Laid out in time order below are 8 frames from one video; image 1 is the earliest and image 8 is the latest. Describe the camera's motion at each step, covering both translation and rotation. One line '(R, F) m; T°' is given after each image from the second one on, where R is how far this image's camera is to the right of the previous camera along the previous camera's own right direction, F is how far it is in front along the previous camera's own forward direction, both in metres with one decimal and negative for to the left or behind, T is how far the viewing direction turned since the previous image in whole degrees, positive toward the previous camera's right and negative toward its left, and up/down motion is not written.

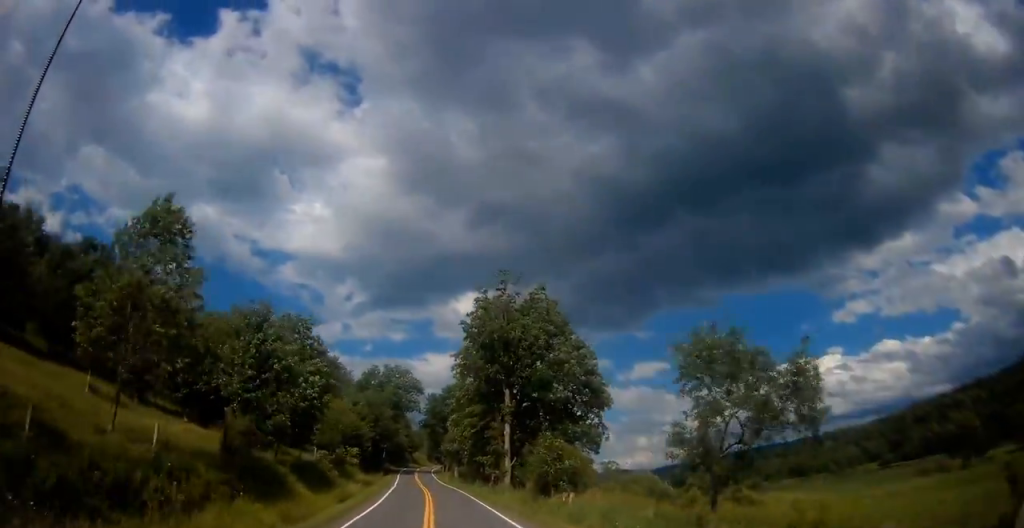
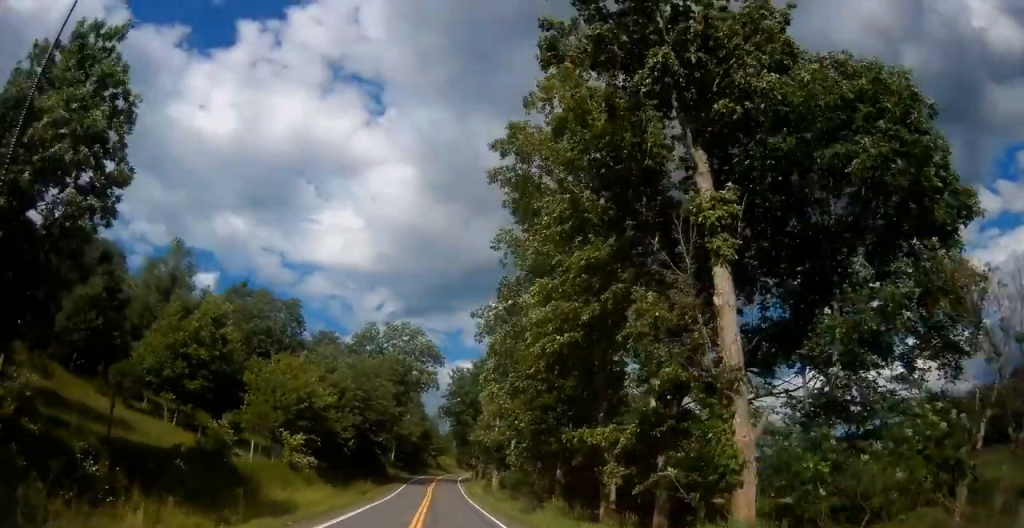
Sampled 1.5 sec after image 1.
(-0.2, +31.8) m; -1°
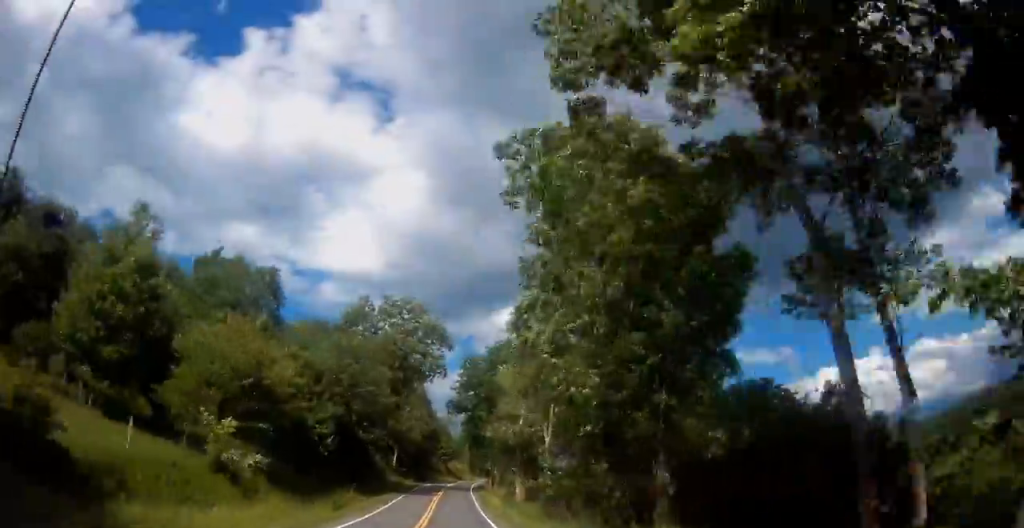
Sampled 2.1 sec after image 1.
(+0.1, +11.8) m; -1°
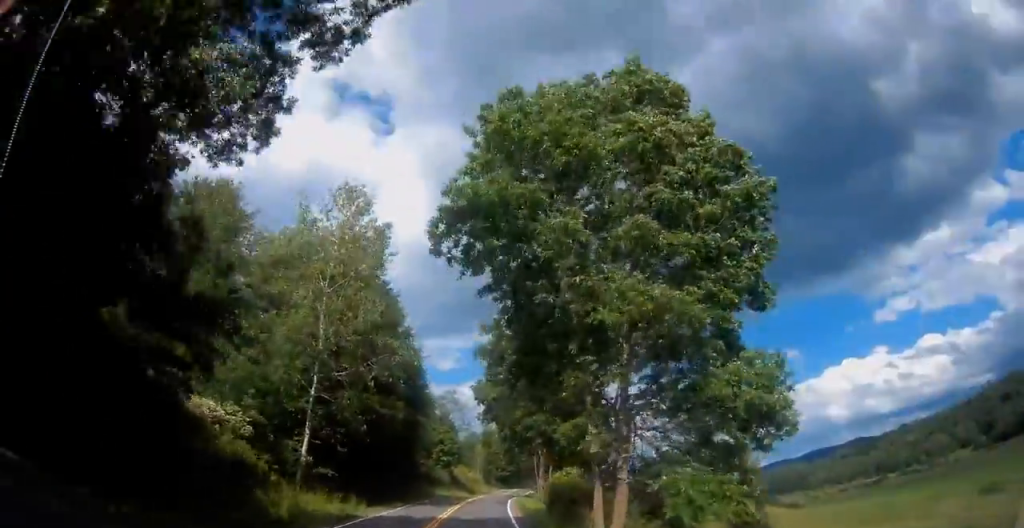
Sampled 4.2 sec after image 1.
(+0.1, +44.6) m; +2°
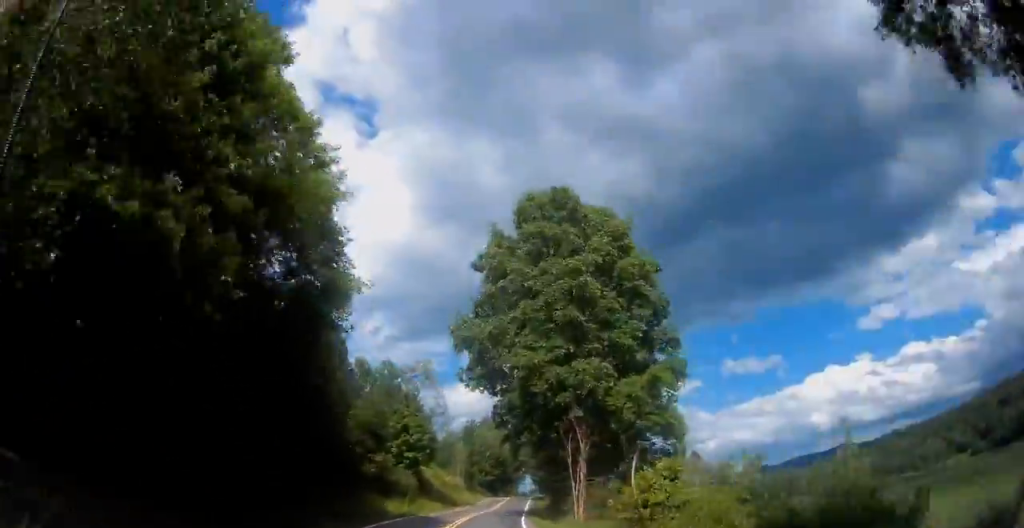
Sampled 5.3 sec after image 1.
(+0.4, +23.0) m; +3°
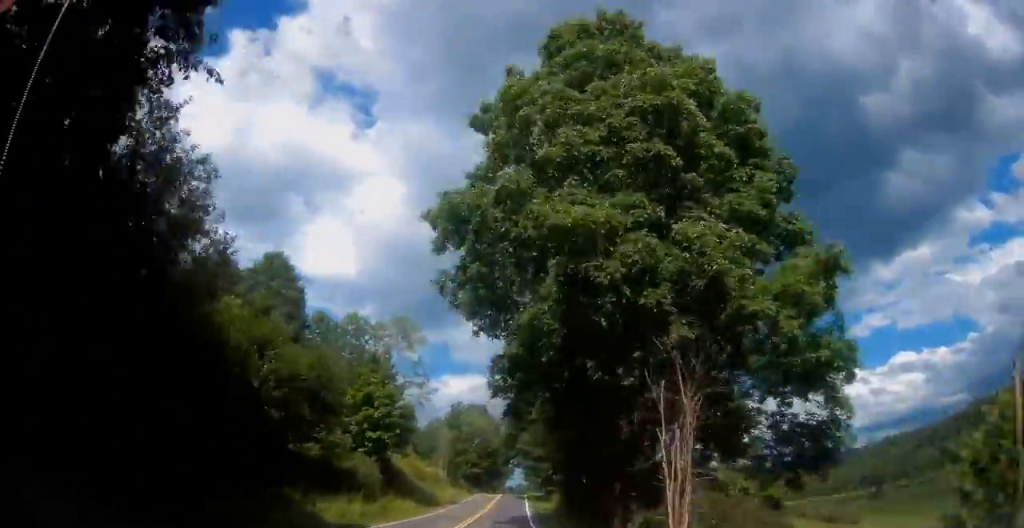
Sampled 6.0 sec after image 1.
(+0.4, +13.2) m; +1°
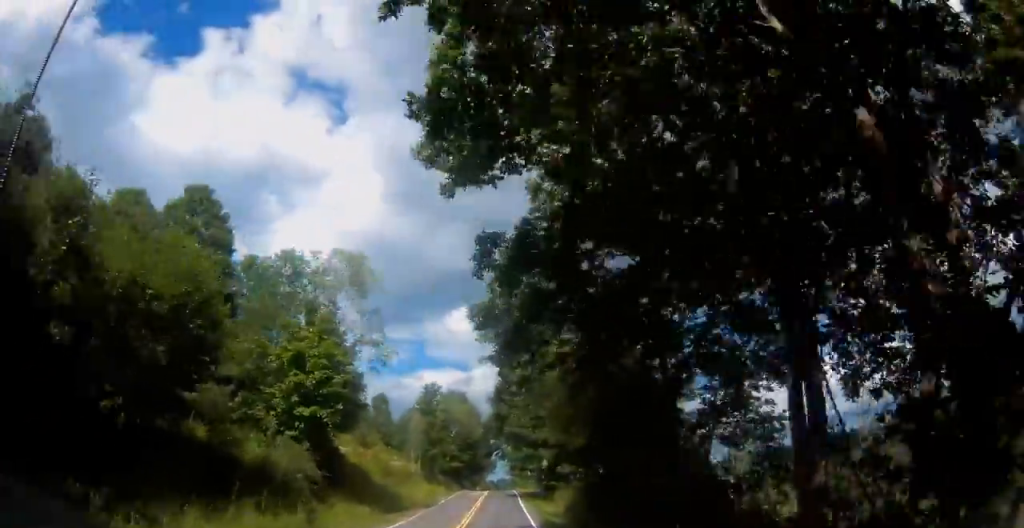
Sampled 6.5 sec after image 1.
(+0.1, +11.6) m; 0°
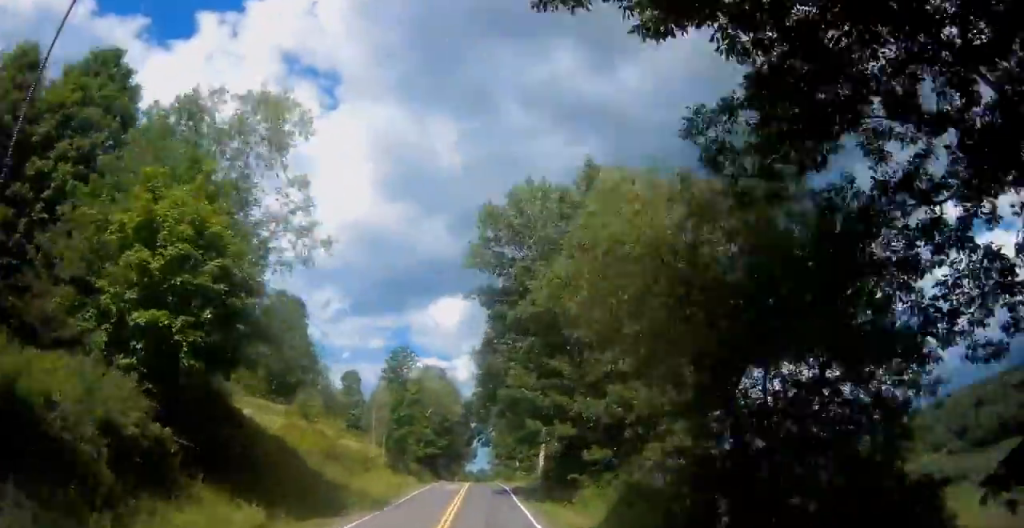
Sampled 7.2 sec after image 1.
(0.0, +12.9) m; 0°
